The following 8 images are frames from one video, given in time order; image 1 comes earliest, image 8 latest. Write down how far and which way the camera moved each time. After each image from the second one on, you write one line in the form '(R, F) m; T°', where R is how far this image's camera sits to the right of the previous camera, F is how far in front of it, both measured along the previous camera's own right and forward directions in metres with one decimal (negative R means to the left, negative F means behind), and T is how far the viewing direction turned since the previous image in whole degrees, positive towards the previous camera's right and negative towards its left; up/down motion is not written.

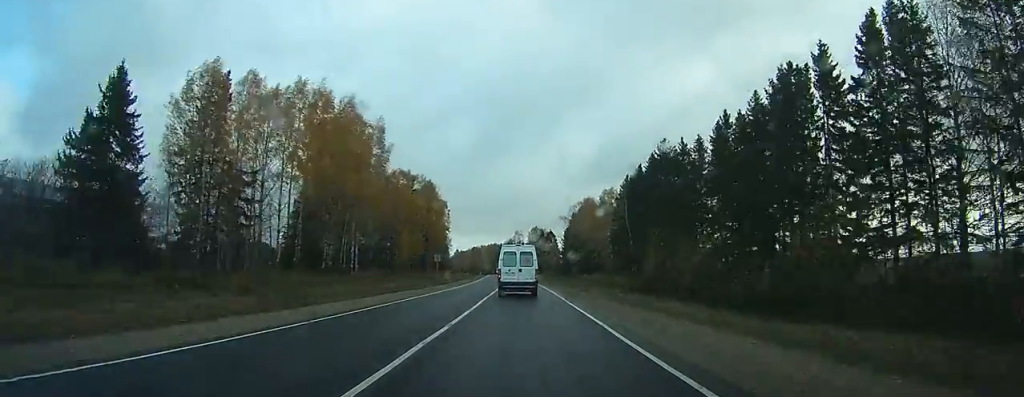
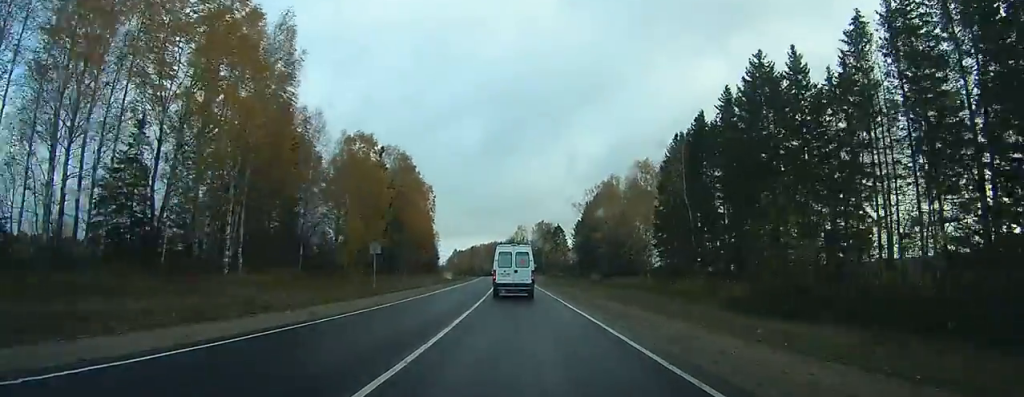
(-0.1, +32.5) m; 0°
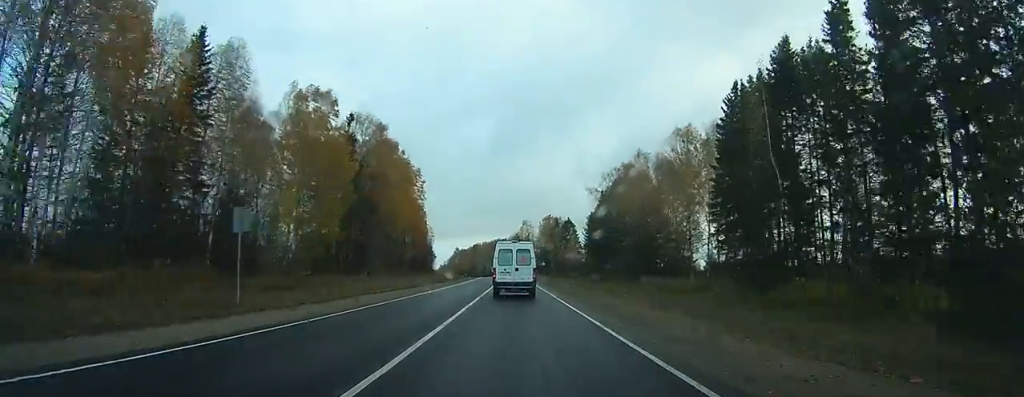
(0.0, +21.2) m; 0°
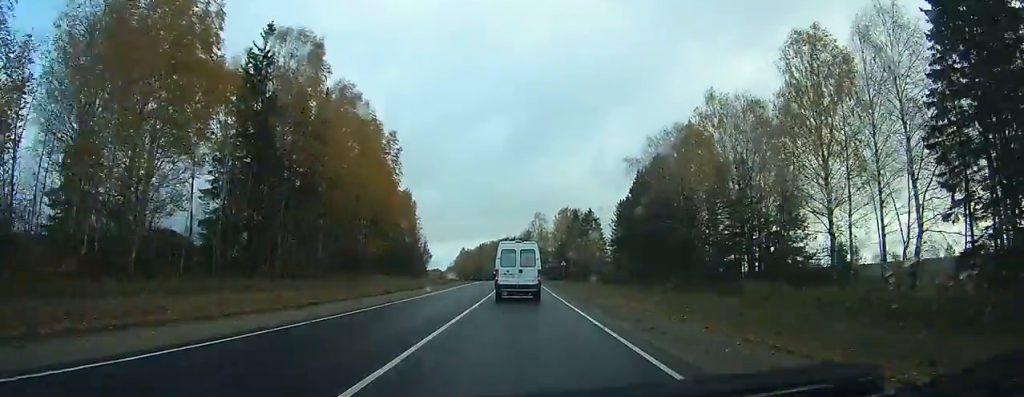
(0.0, +31.0) m; -1°
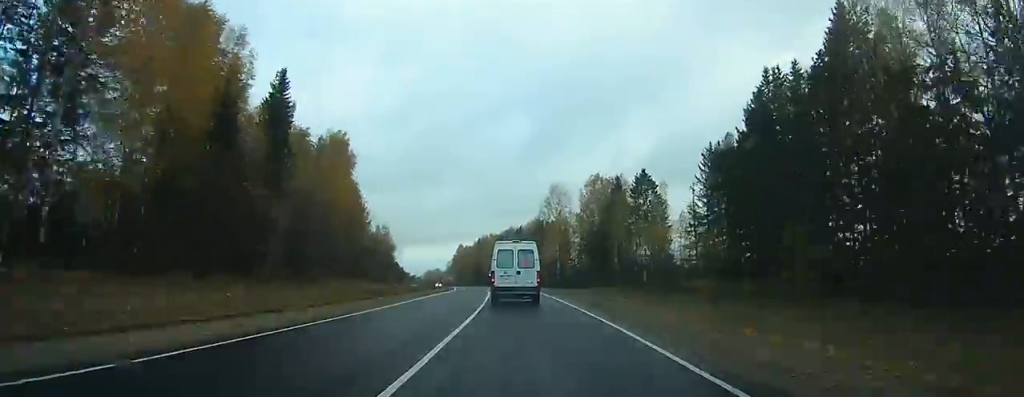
(-0.5, +57.5) m; -1°
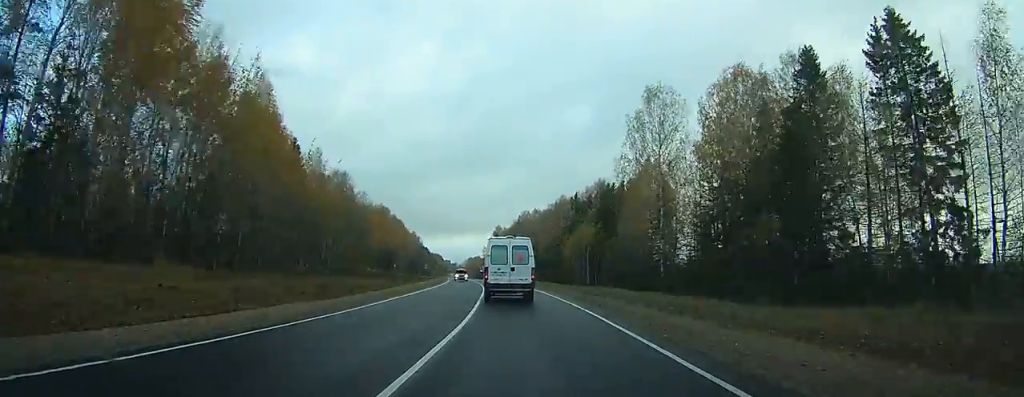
(-1.1, +56.9) m; -3°
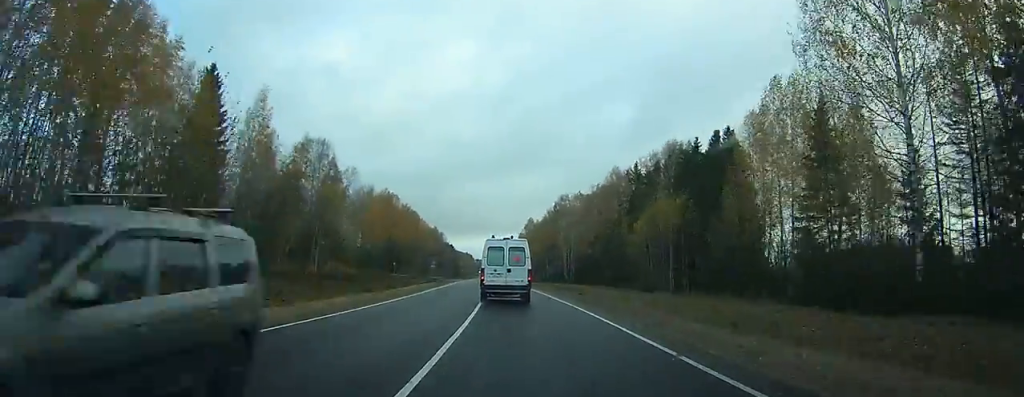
(-0.7, +33.8) m; -3°
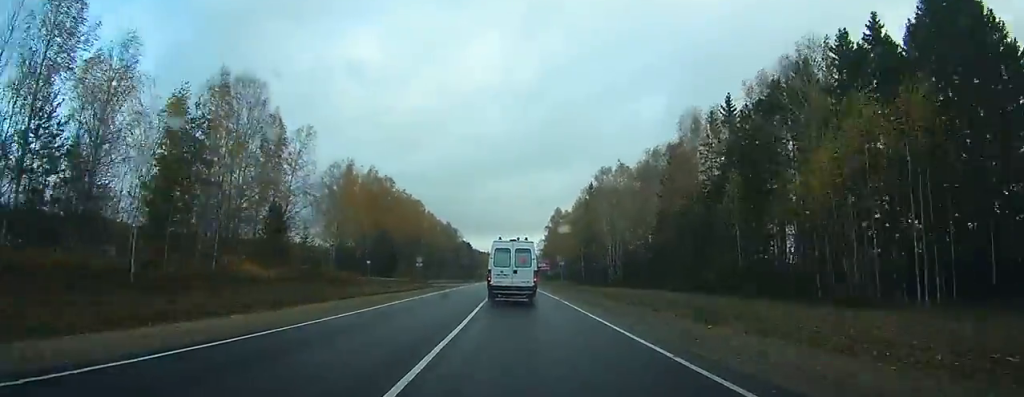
(-1.0, +33.8) m; -3°
